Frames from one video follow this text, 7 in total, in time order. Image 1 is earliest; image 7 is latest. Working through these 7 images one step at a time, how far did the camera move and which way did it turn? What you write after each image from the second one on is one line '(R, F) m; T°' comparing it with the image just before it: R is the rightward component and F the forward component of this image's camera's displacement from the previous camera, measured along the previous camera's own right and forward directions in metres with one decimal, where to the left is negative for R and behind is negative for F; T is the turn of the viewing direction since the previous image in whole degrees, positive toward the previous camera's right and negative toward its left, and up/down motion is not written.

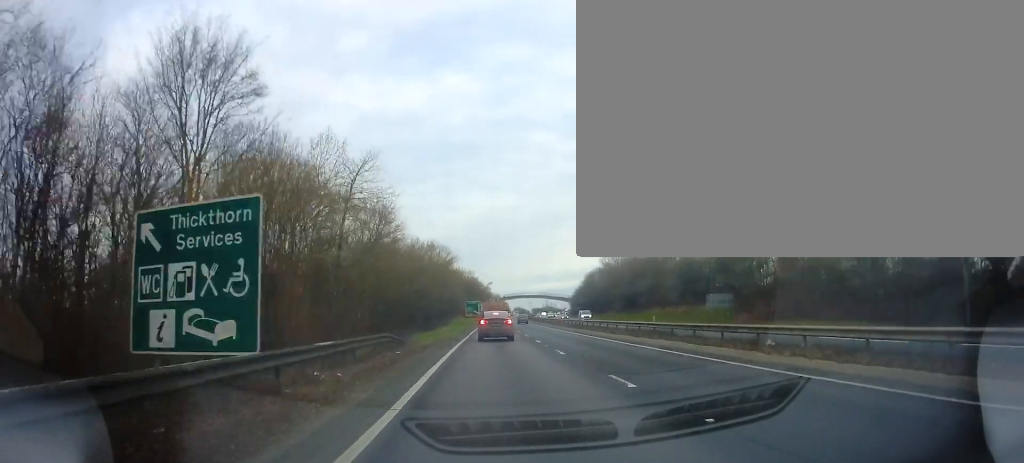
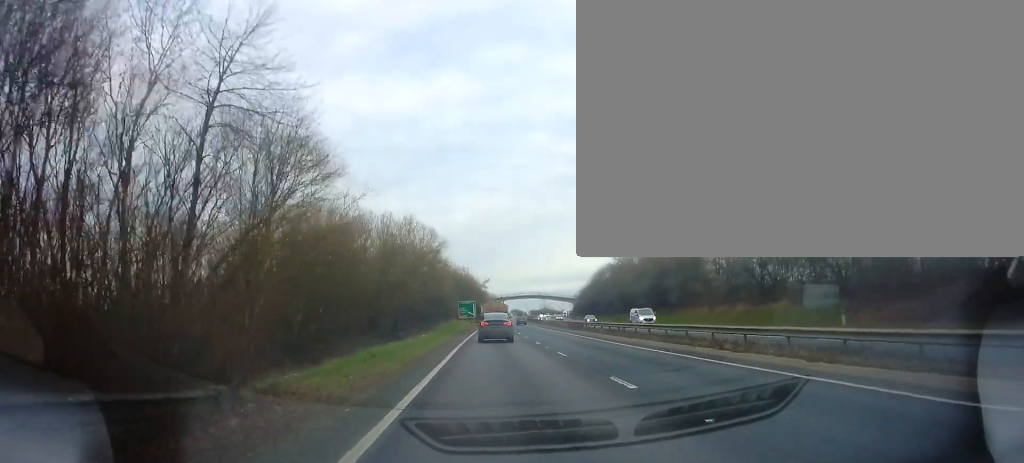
(+0.1, +17.7) m; +1°
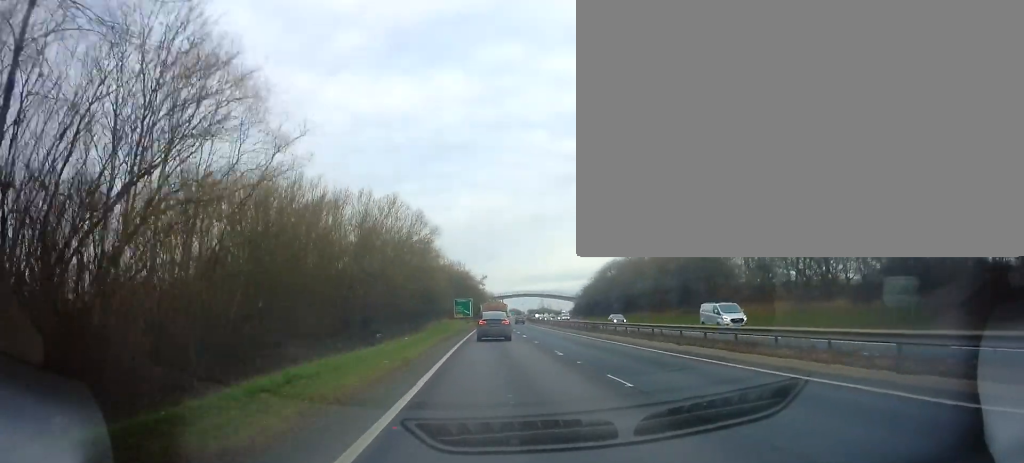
(+0.1, +8.7) m; 0°
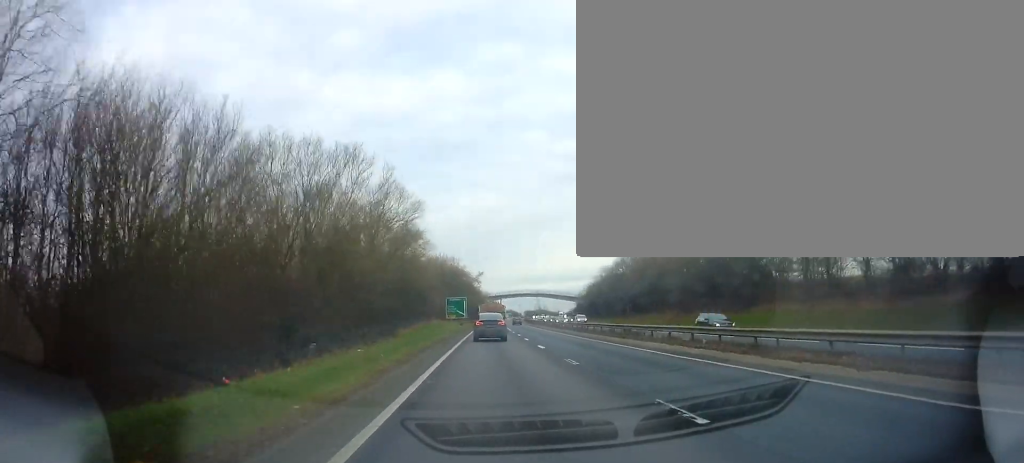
(+0.1, +12.6) m; 0°
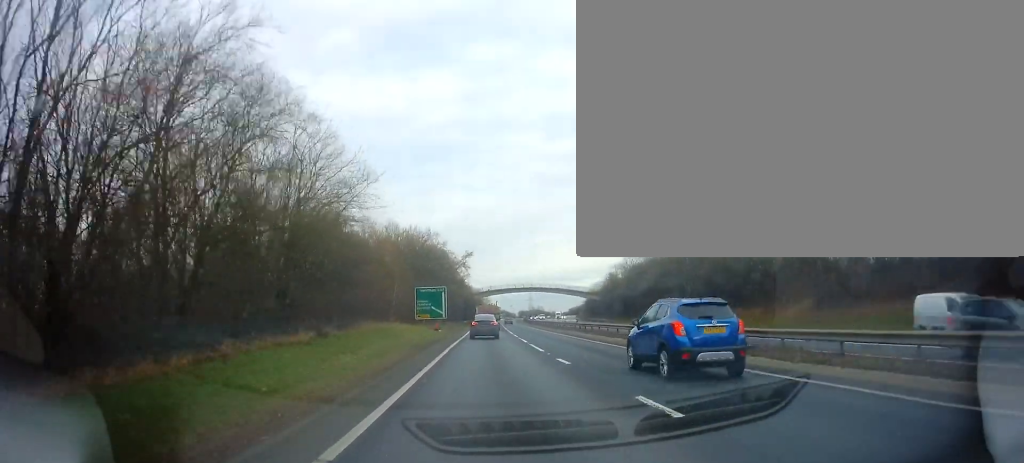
(+0.1, +35.1) m; +1°
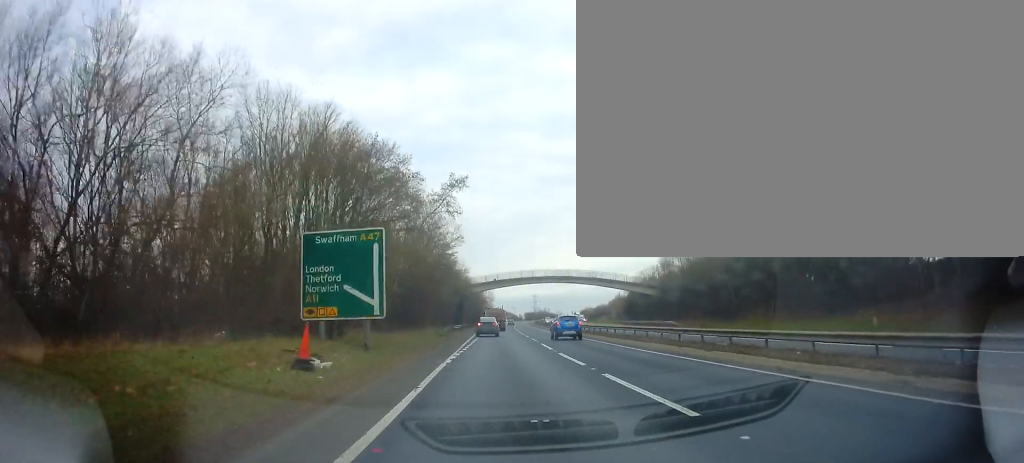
(-0.1, +42.3) m; -1°
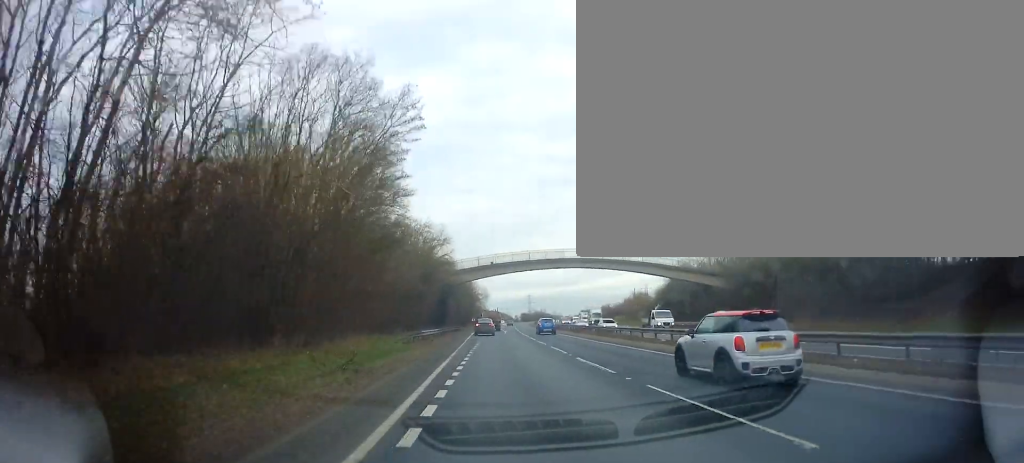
(+0.2, +30.0) m; +1°
